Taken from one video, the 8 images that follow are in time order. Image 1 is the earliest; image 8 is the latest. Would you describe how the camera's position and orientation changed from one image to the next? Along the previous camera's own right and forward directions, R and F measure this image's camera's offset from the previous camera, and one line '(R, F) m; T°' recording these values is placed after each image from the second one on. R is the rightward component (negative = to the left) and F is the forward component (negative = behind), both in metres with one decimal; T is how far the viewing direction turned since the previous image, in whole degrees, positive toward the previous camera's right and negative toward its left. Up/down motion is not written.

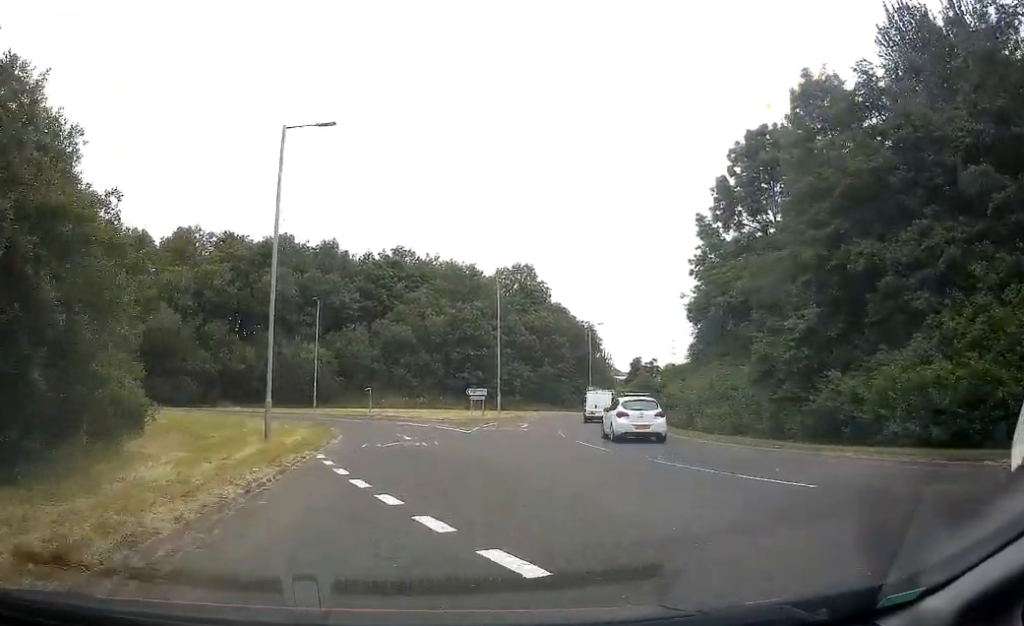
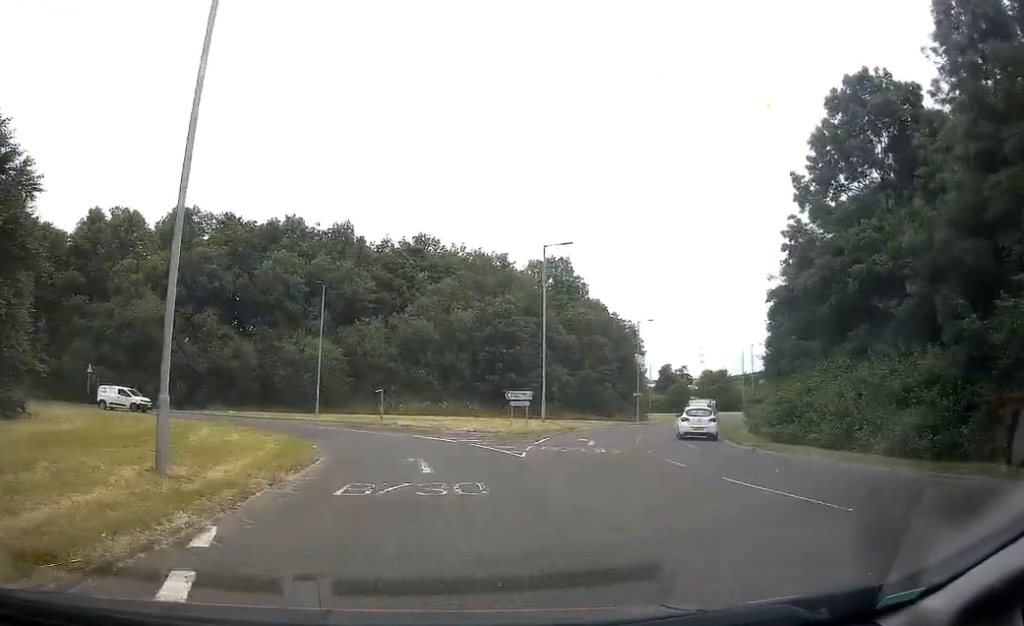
(-0.5, +9.7) m; -5°
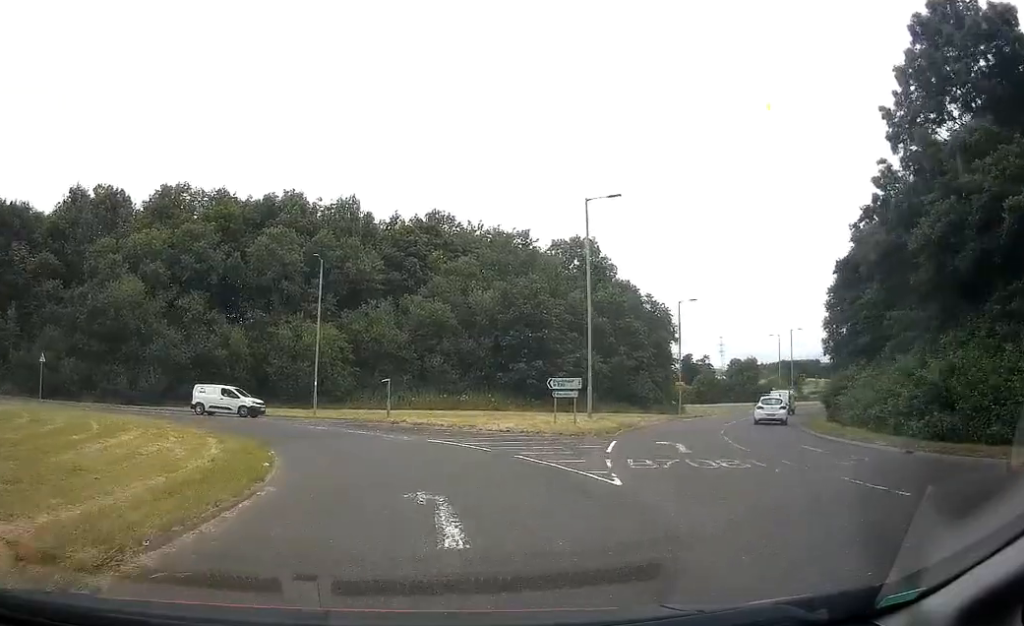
(-0.1, +7.5) m; -3°
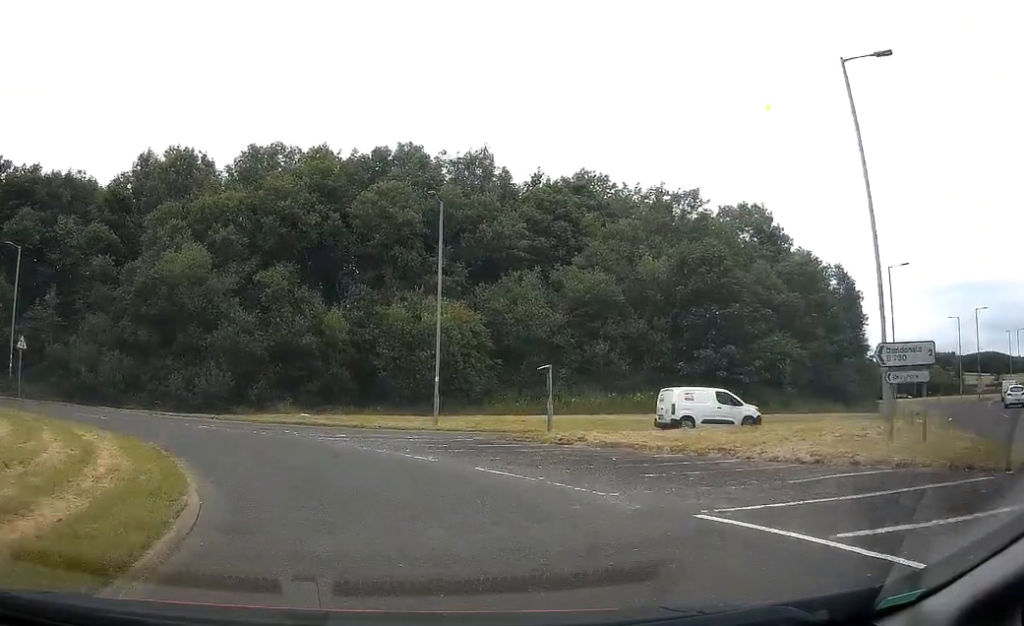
(-1.1, +13.6) m; -12°
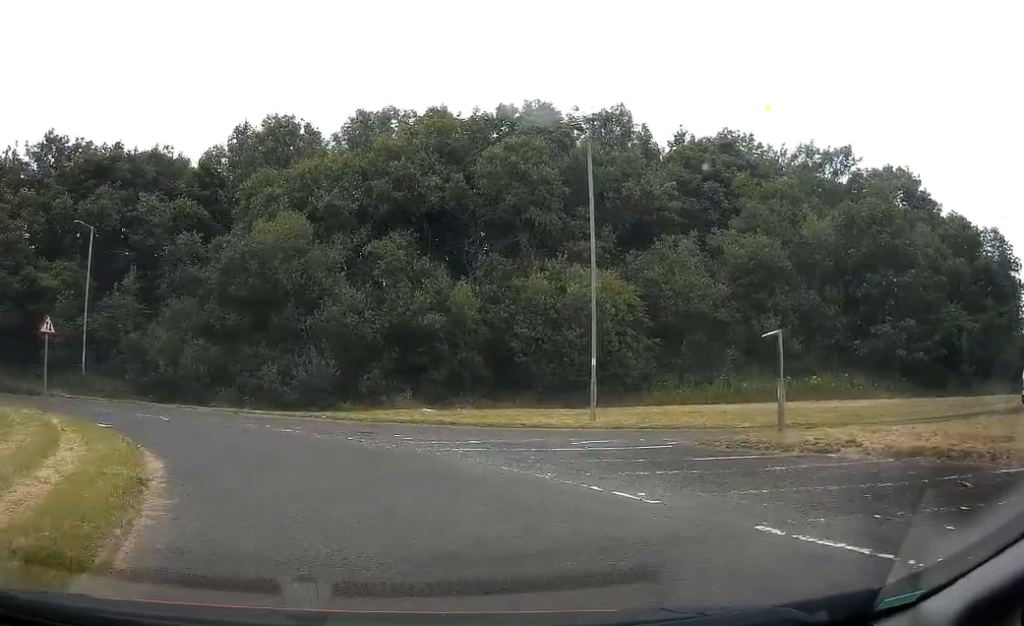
(-0.5, +6.7) m; -11°
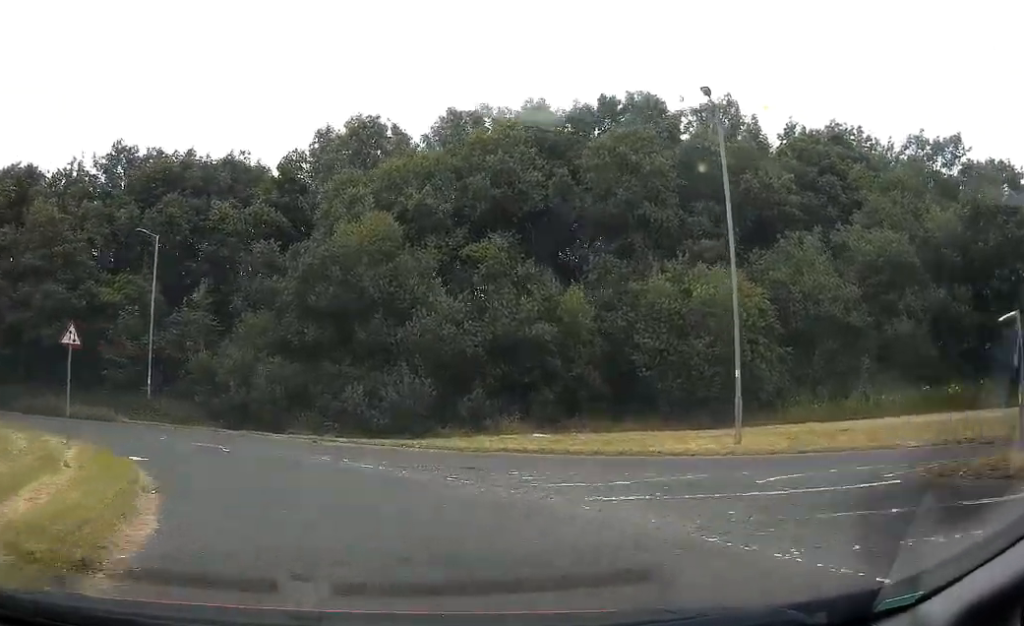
(+0.1, +4.3) m; -8°
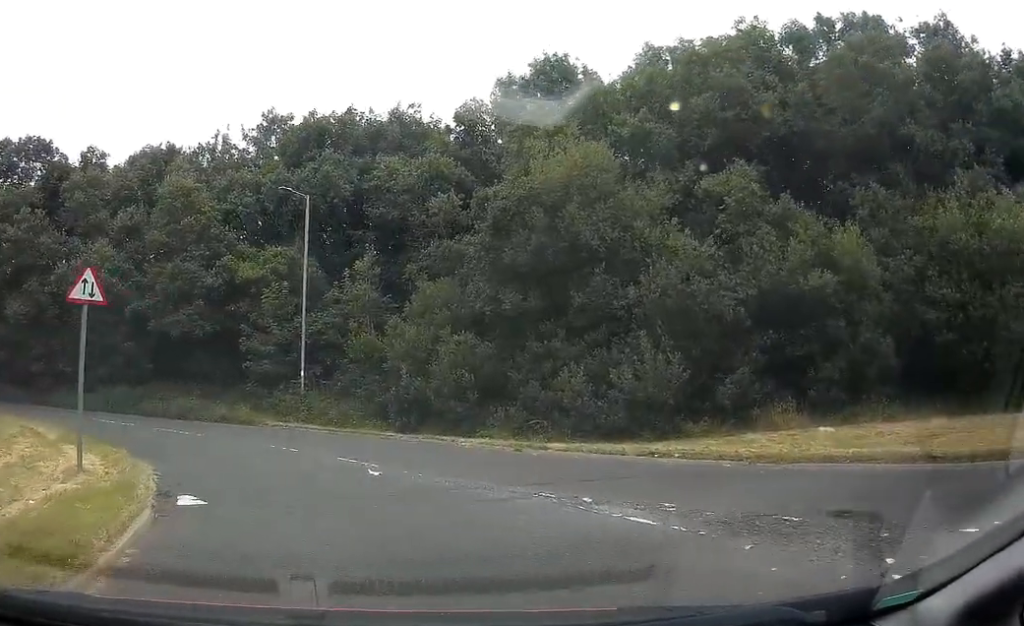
(-1.3, +7.9) m; -17°
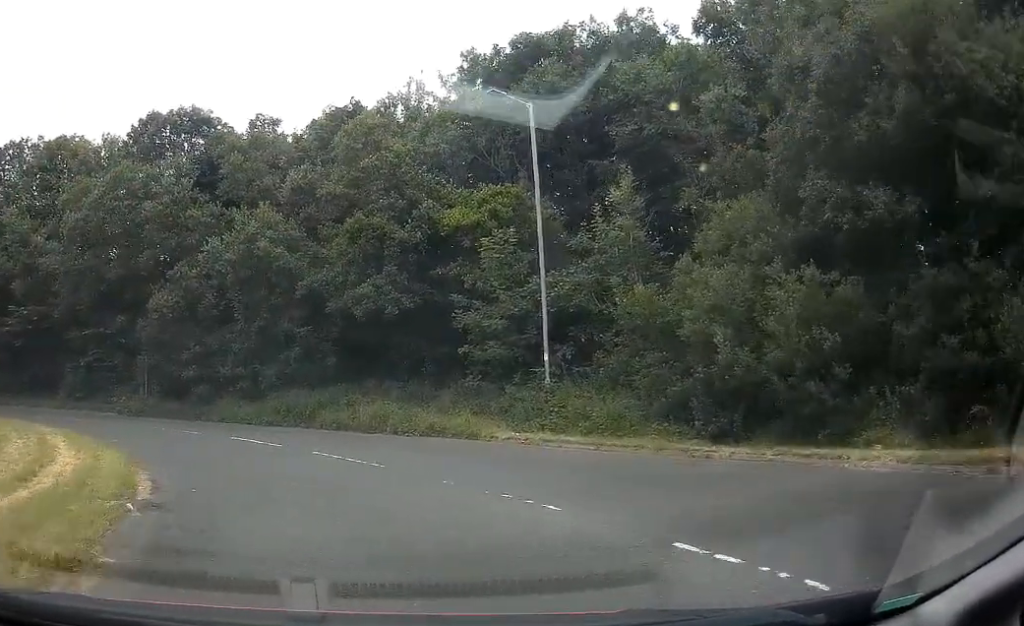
(-1.8, +10.5) m; -16°
